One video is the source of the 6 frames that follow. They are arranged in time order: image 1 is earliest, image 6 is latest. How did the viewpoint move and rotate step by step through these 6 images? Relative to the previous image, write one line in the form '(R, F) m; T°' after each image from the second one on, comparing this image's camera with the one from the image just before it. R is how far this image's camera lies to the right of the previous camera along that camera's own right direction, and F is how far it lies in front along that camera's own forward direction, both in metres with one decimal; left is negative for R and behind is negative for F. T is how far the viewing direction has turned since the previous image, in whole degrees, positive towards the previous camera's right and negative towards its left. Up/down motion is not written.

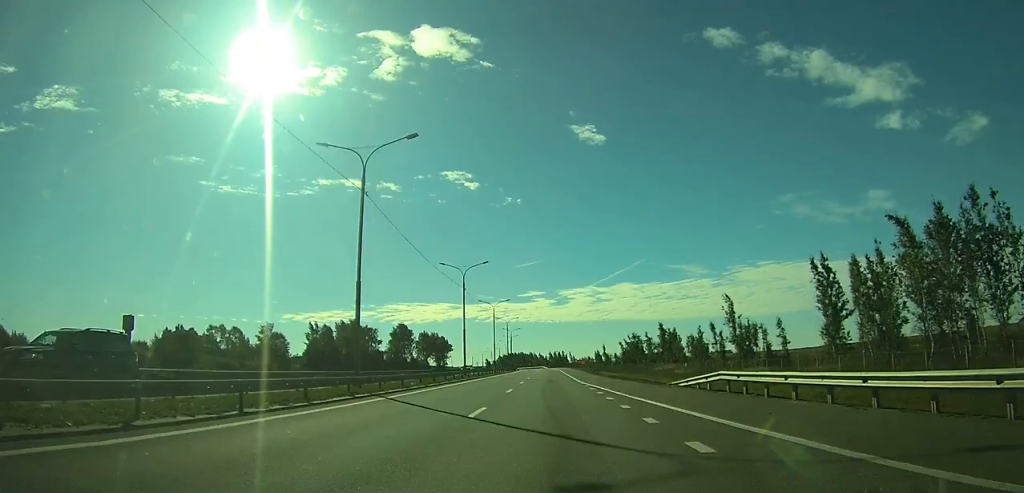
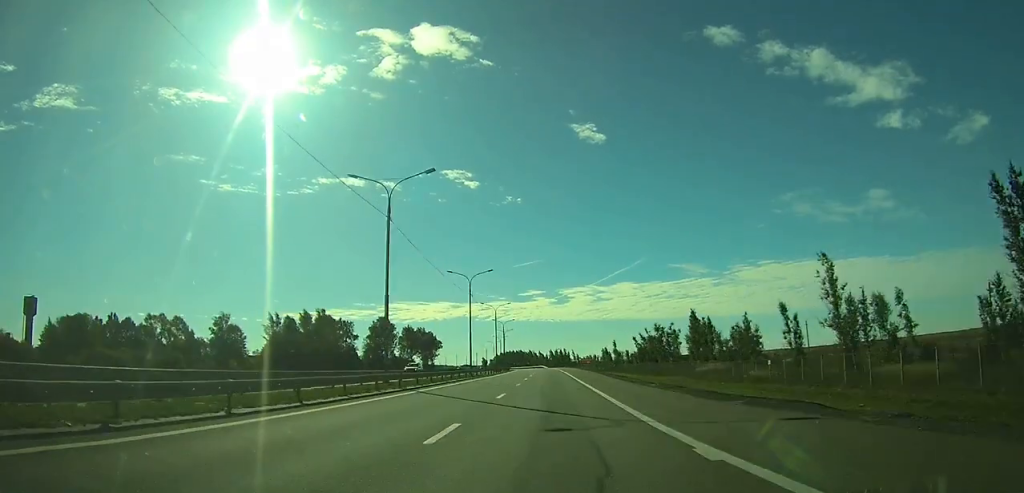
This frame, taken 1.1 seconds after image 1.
(0.0, +28.8) m; 0°
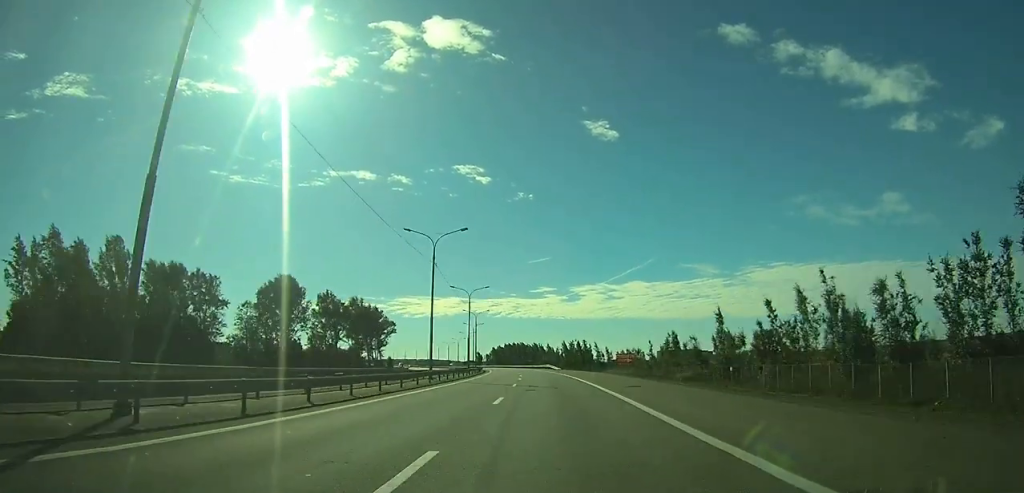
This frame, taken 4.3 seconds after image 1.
(-0.3, +87.3) m; -1°
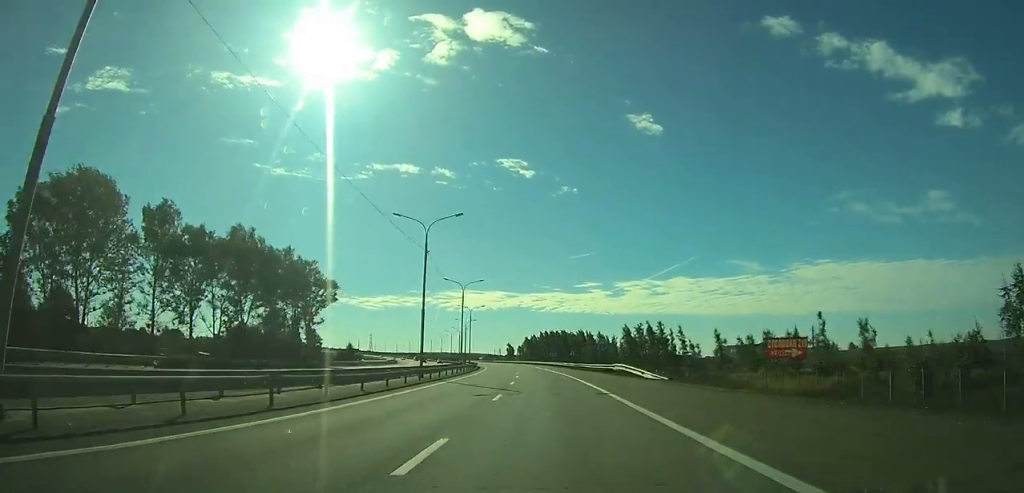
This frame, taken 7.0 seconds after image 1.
(-1.1, +70.1) m; -3°
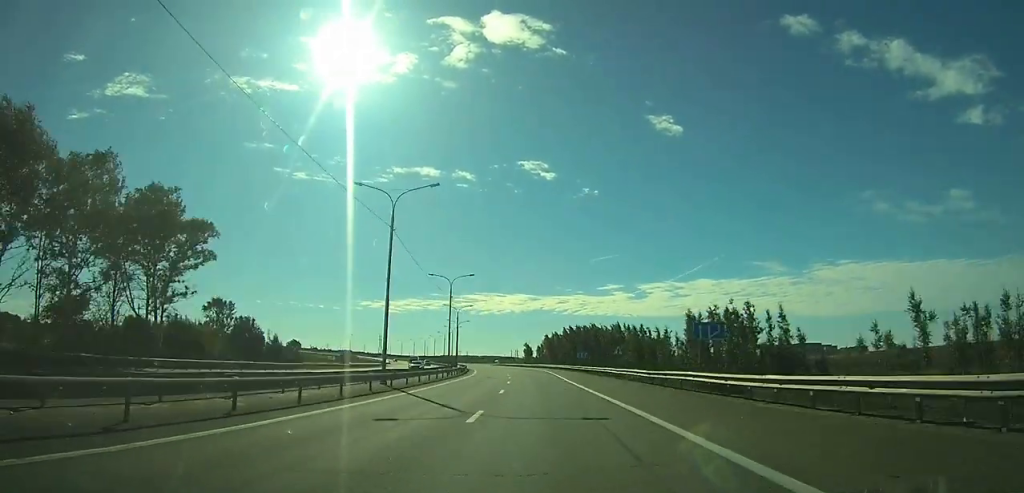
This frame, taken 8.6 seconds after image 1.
(-0.6, +41.7) m; -3°
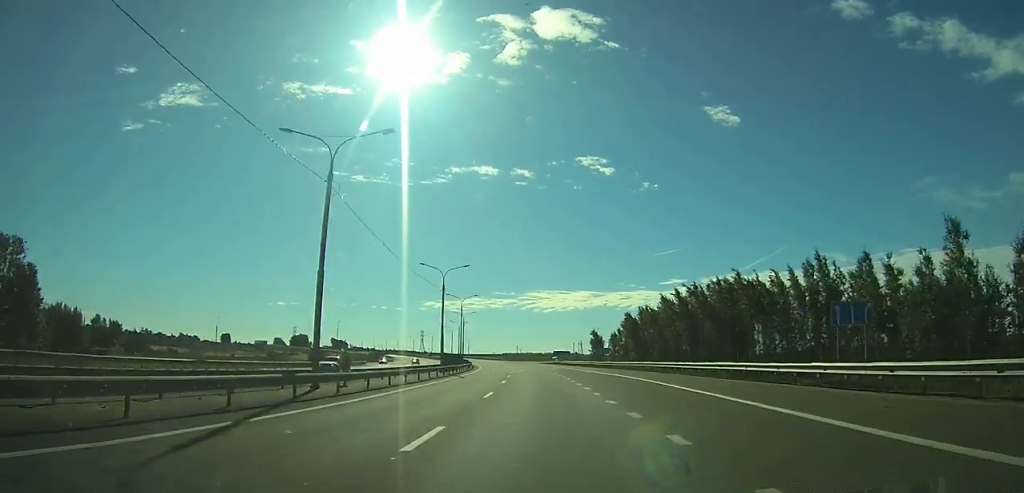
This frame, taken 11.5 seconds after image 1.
(-4.6, +75.5) m; -6°
